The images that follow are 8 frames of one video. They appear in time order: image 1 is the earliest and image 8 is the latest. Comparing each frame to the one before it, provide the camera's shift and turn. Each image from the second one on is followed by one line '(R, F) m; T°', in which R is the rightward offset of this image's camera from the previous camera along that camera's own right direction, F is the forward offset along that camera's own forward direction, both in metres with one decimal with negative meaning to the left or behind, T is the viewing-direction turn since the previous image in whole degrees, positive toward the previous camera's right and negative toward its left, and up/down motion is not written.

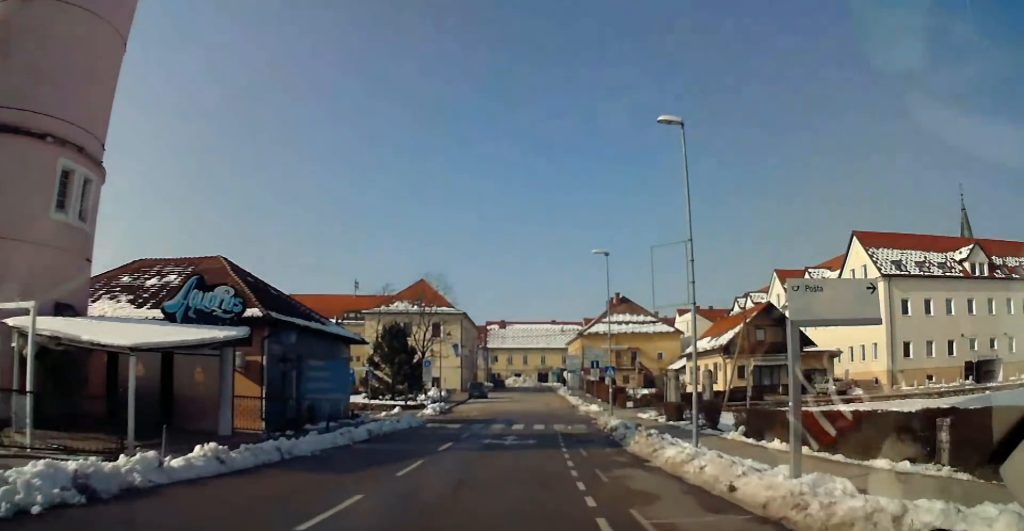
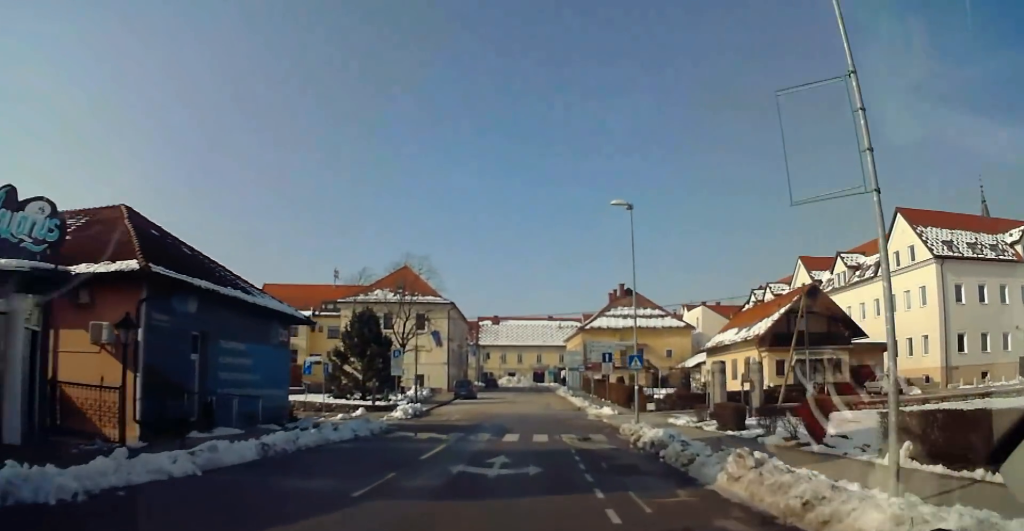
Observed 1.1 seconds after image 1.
(0.0, +9.6) m; 0°
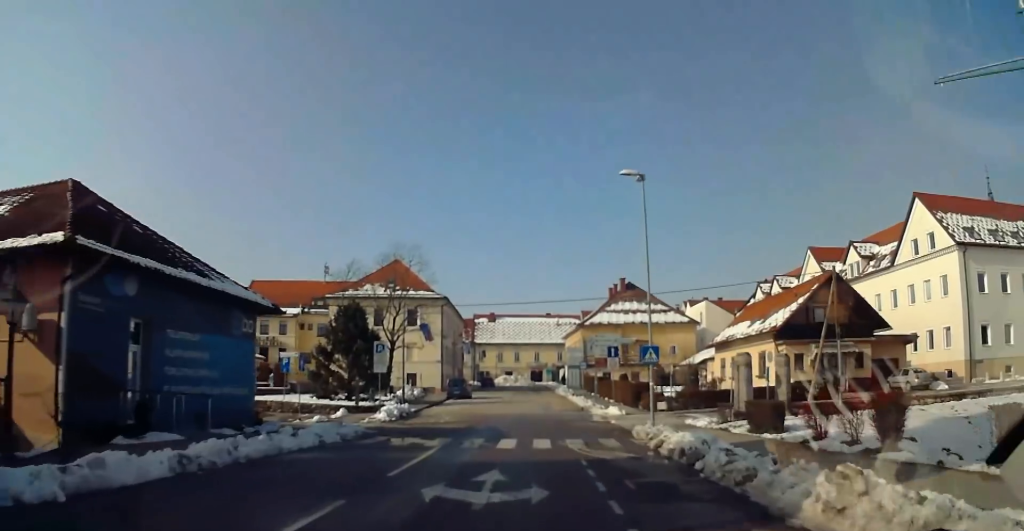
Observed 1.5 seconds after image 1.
(0.0, +3.6) m; 0°
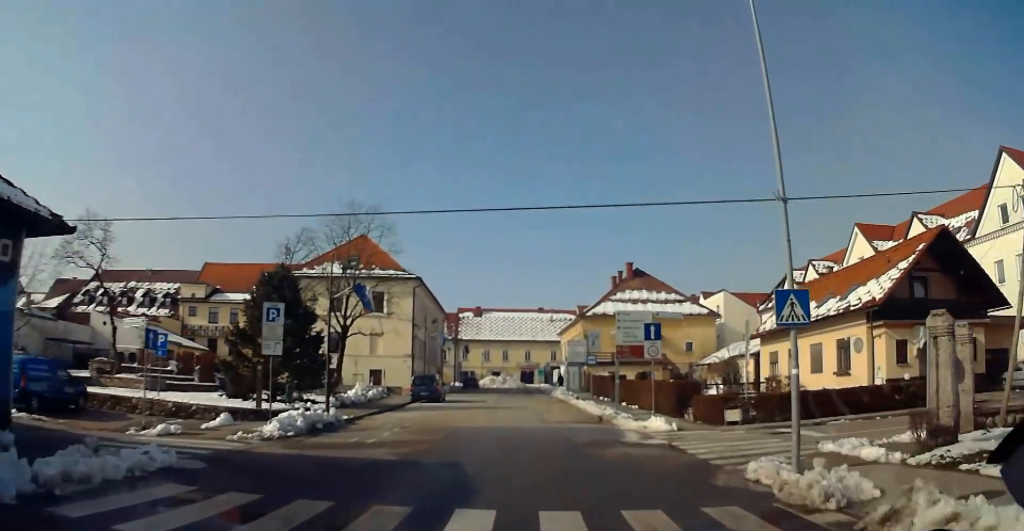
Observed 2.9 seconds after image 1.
(0.0, +13.5) m; 0°
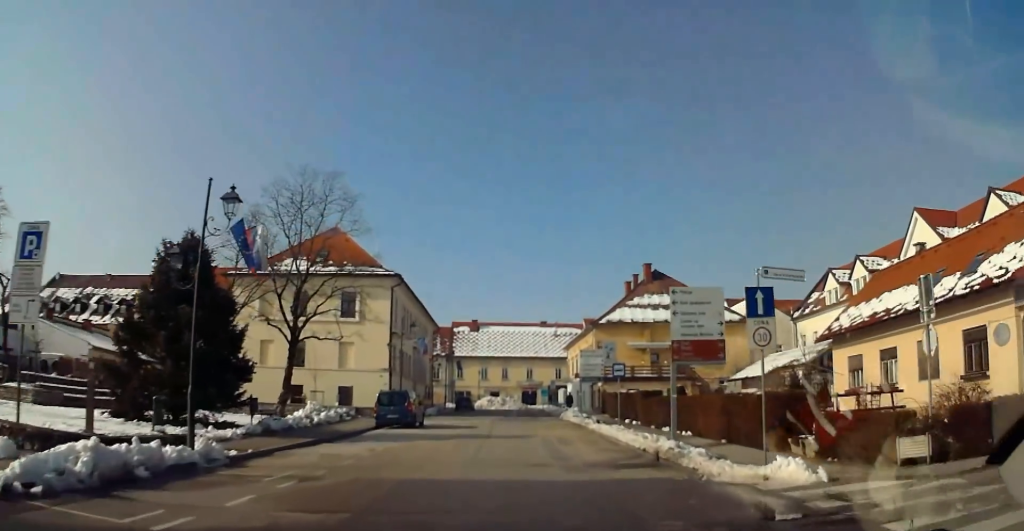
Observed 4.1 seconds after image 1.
(0.0, +10.7) m; 0°
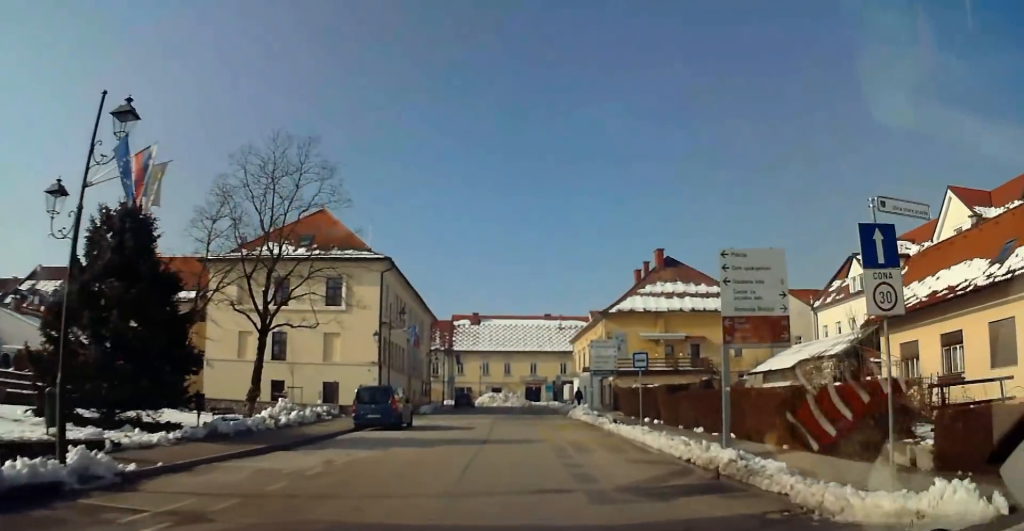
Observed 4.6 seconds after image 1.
(0.0, +4.9) m; 0°
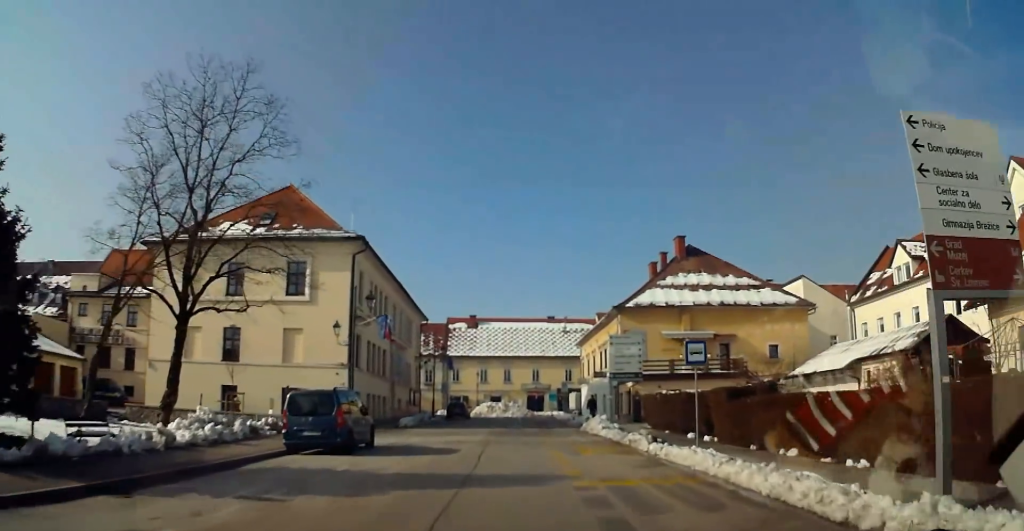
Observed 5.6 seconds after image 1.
(0.0, +8.4) m; 0°
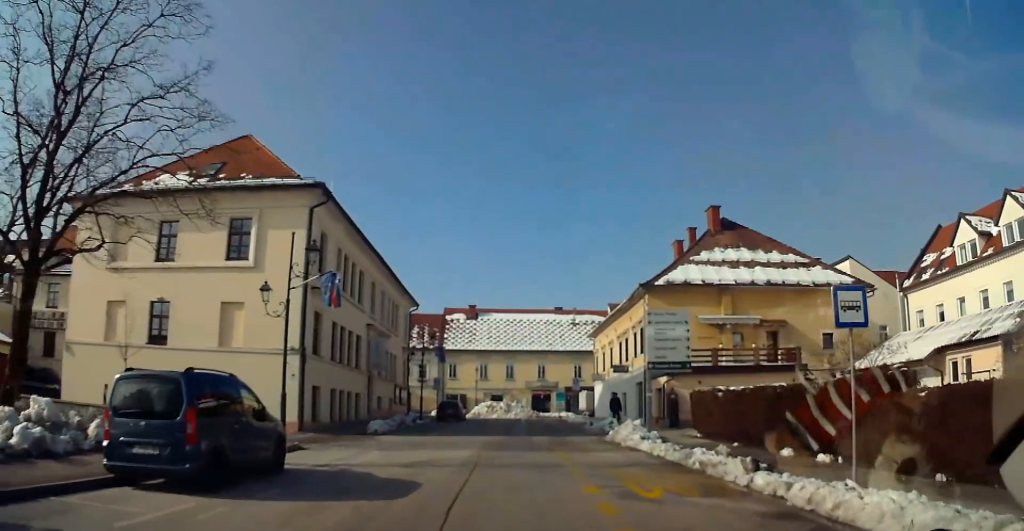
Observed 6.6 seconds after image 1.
(0.0, +9.1) m; +3°
